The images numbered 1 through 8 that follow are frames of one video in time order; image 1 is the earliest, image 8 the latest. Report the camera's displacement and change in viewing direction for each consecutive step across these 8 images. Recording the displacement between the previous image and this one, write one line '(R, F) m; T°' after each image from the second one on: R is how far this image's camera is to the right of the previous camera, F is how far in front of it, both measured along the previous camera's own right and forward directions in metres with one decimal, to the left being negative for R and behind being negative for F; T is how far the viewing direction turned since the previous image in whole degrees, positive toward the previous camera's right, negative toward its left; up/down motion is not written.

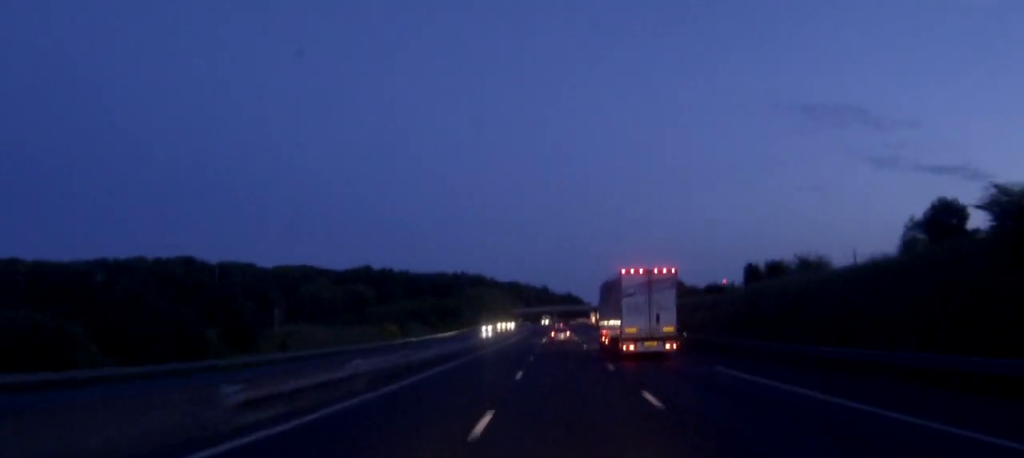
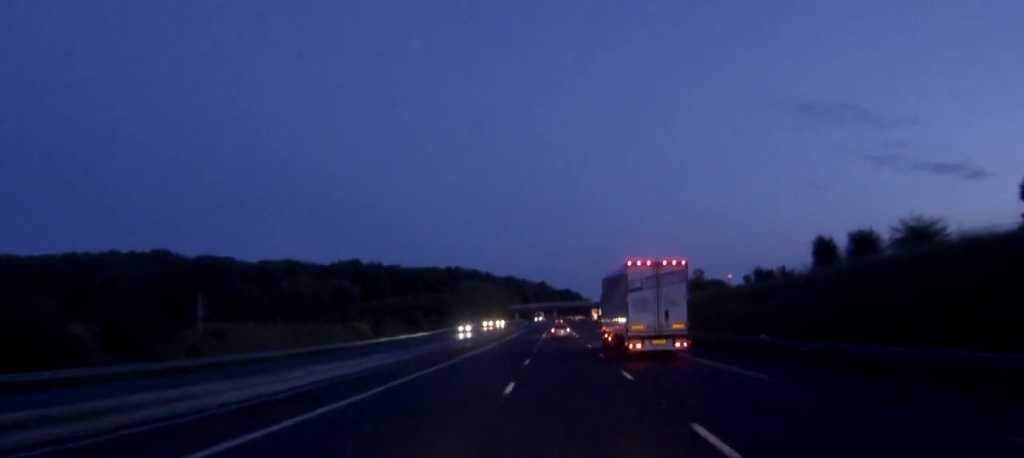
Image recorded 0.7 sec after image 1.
(0.0, +23.0) m; 0°
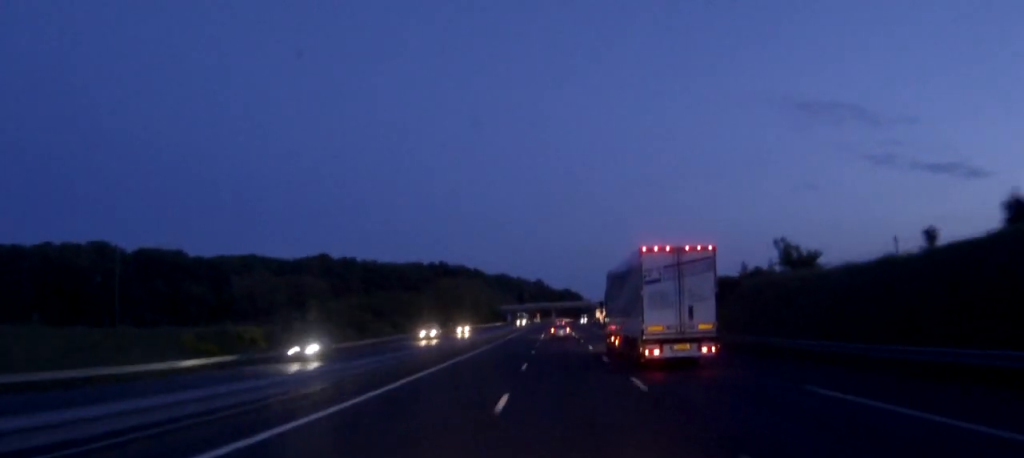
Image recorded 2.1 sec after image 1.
(+0.1, +46.9) m; 0°
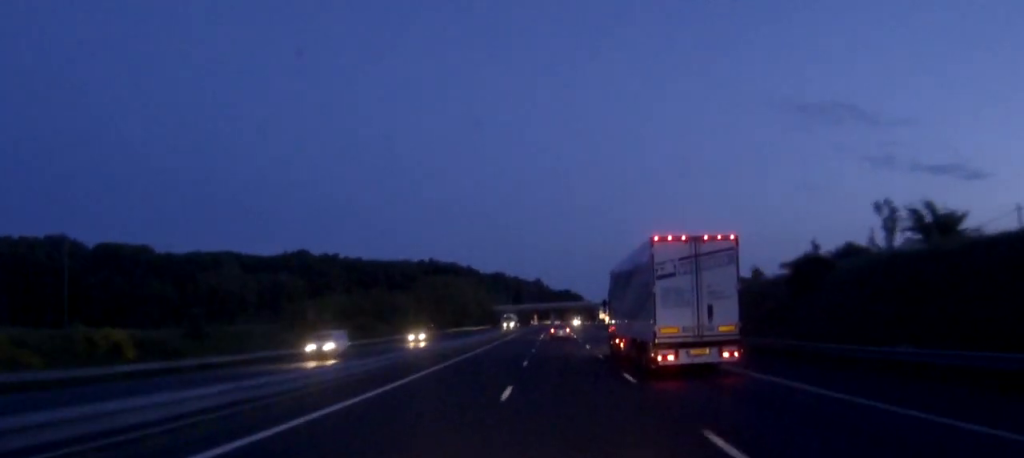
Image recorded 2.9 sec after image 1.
(0.0, +25.0) m; 0°
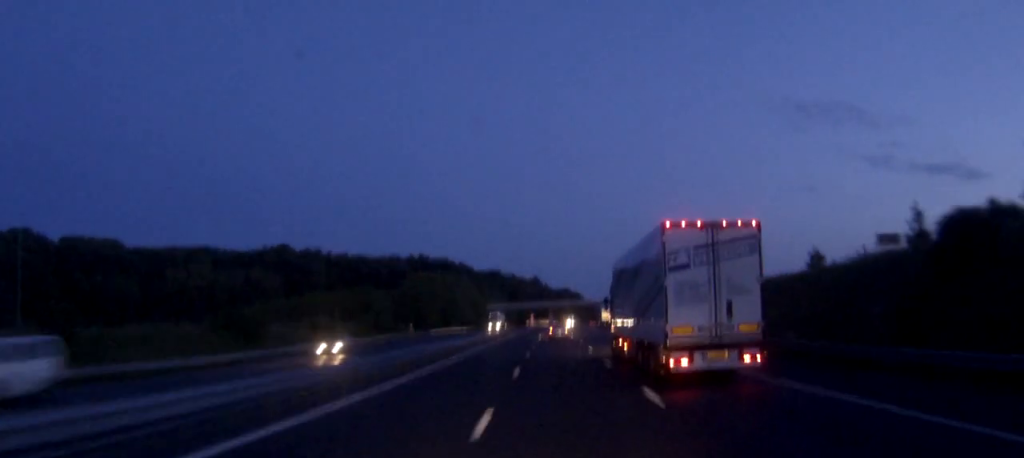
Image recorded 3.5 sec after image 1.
(0.0, +19.5) m; 0°
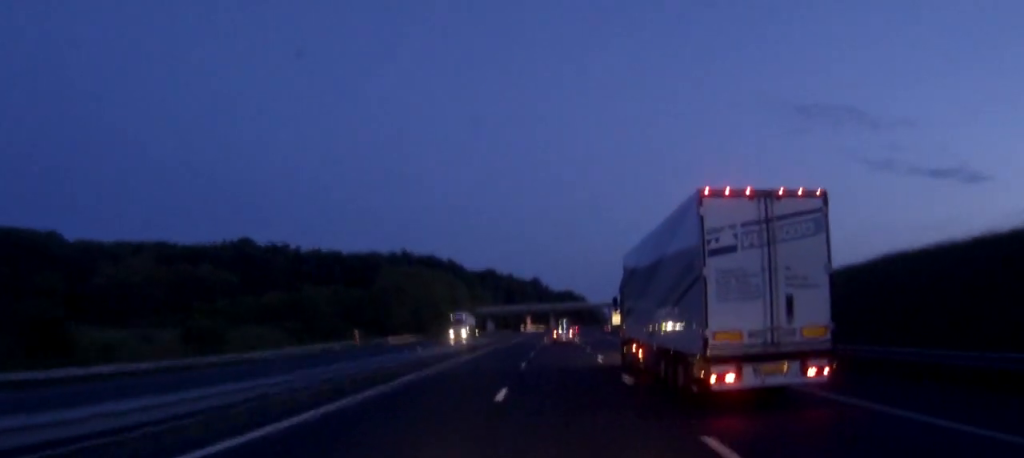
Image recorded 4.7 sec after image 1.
(0.0, +34.2) m; 0°
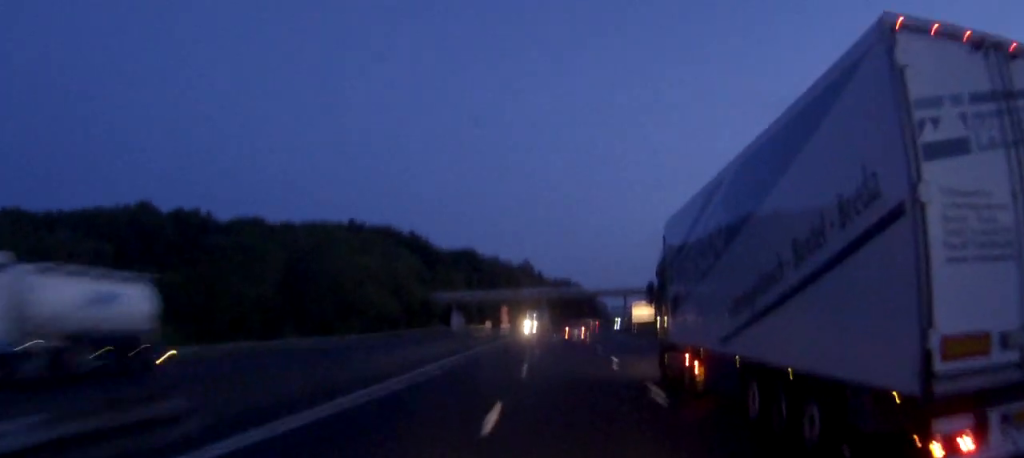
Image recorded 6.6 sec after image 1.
(+0.5, +56.5) m; +1°
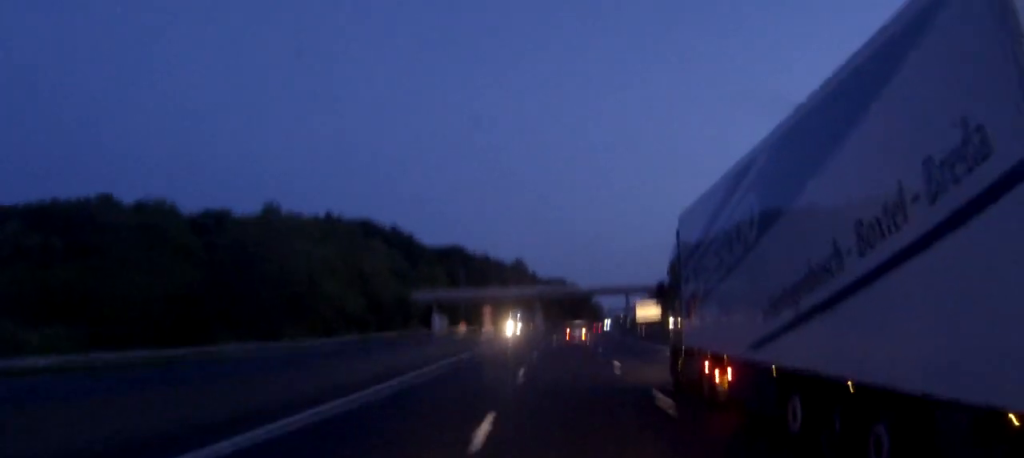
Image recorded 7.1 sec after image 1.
(0.0, +14.3) m; 0°
